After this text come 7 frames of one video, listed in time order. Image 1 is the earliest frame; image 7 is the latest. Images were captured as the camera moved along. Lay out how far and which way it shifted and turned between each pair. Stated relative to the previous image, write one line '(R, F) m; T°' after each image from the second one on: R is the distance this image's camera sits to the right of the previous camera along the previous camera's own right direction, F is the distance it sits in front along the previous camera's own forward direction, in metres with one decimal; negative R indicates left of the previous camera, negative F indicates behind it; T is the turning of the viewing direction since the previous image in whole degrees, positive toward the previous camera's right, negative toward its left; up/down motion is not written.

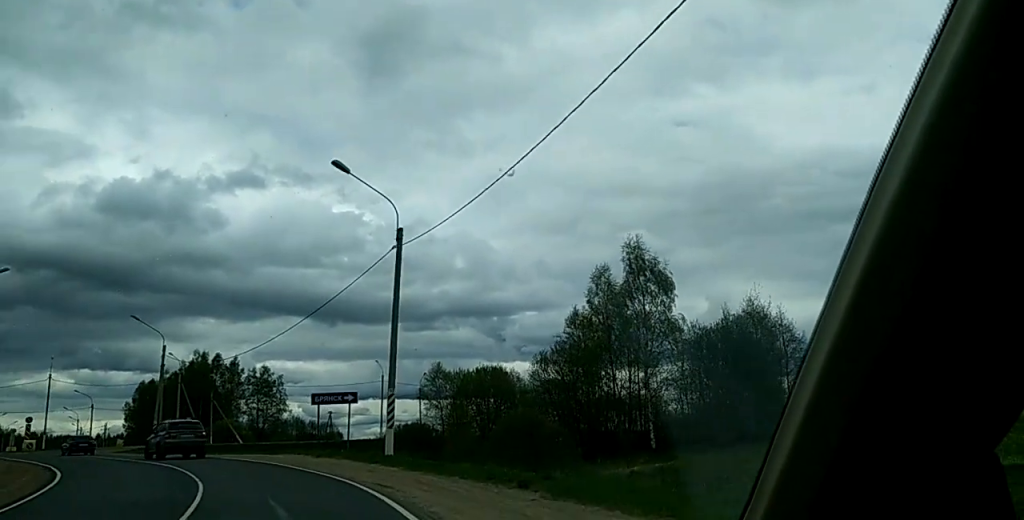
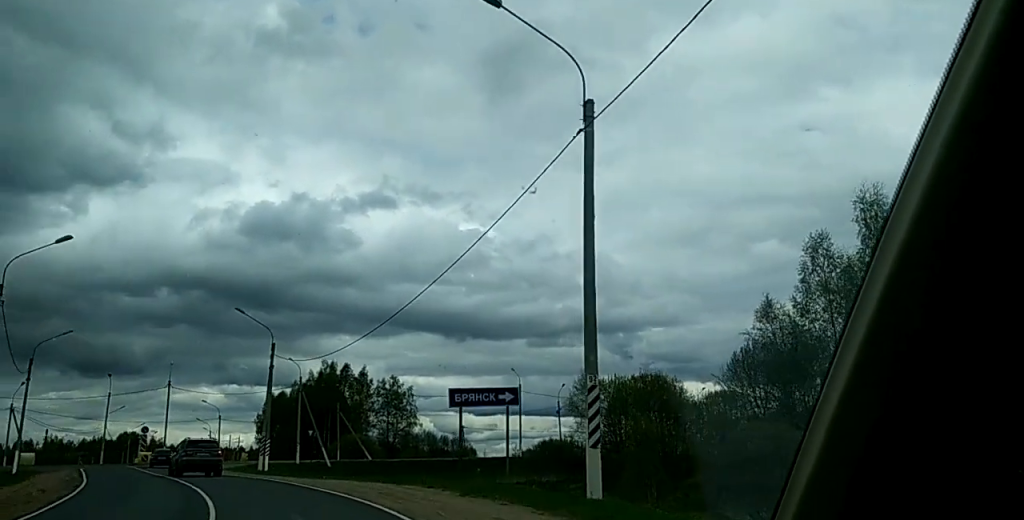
(-0.1, +15.1) m; -4°
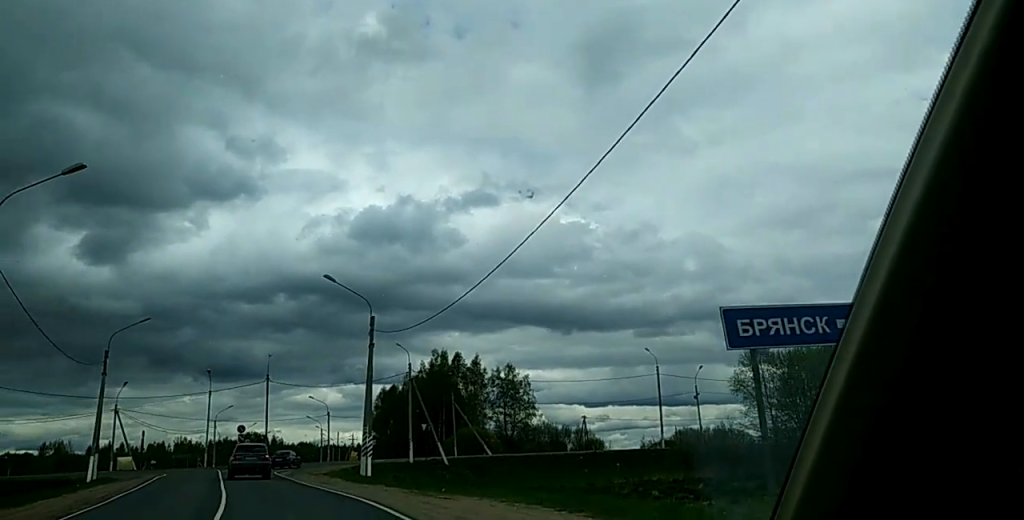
(-1.4, +14.3) m; -10°
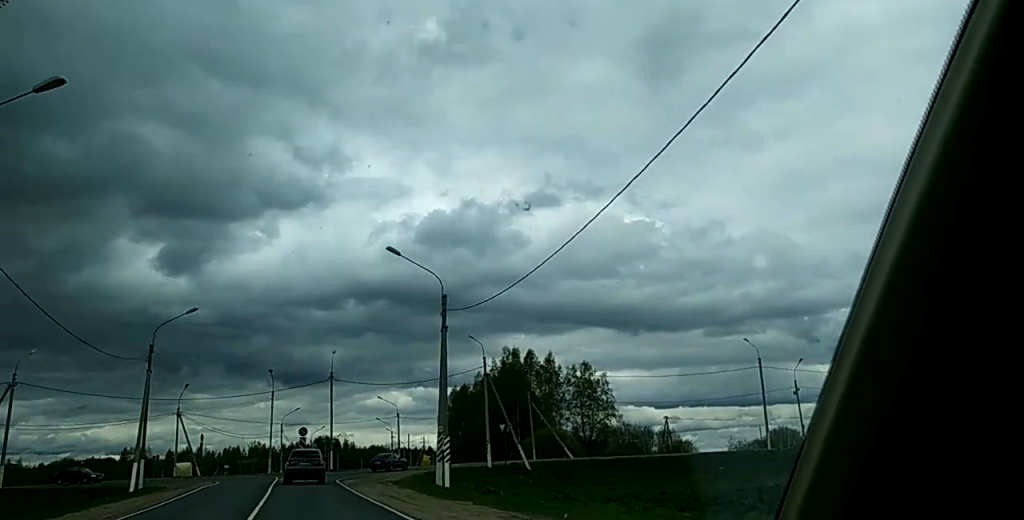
(-0.5, +8.6) m; -4°
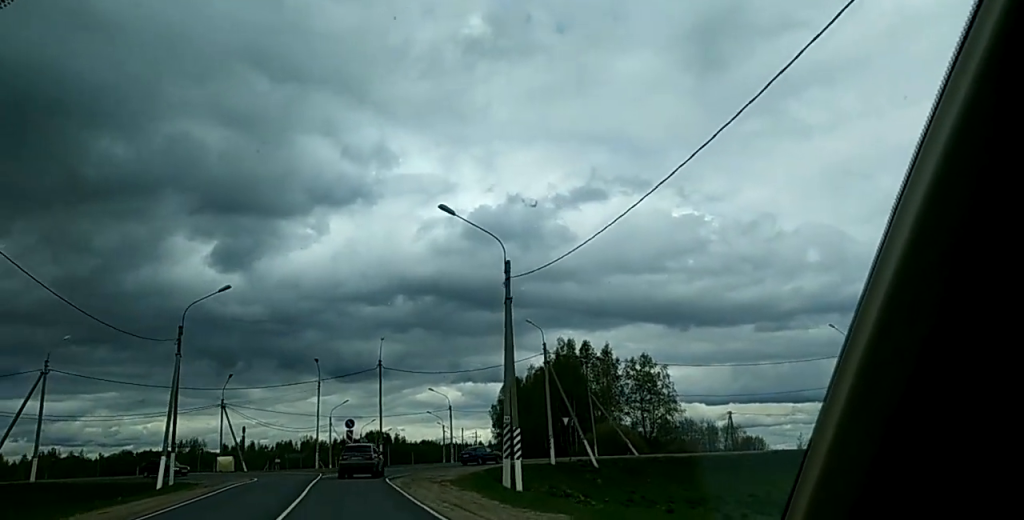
(0.0, +6.8) m; -2°
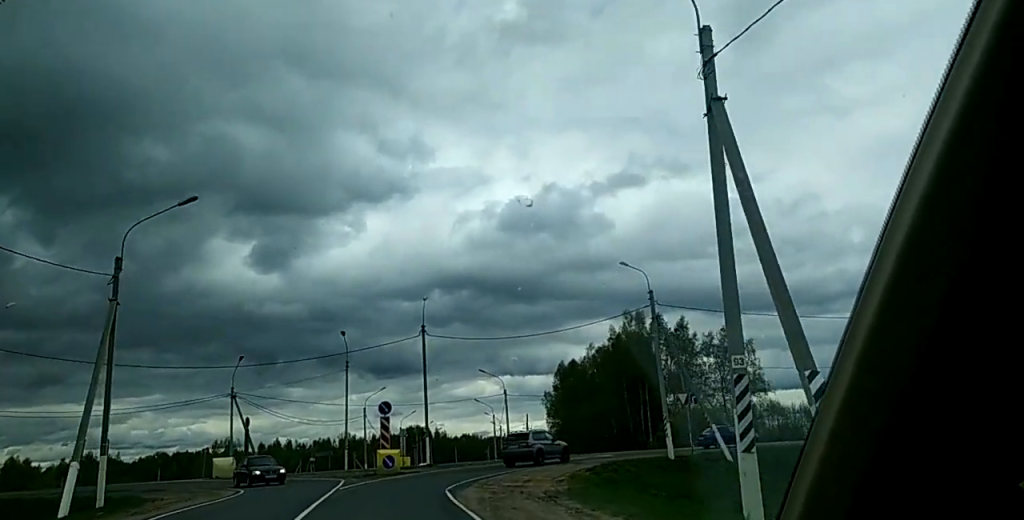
(-0.8, +19.0) m; -2°
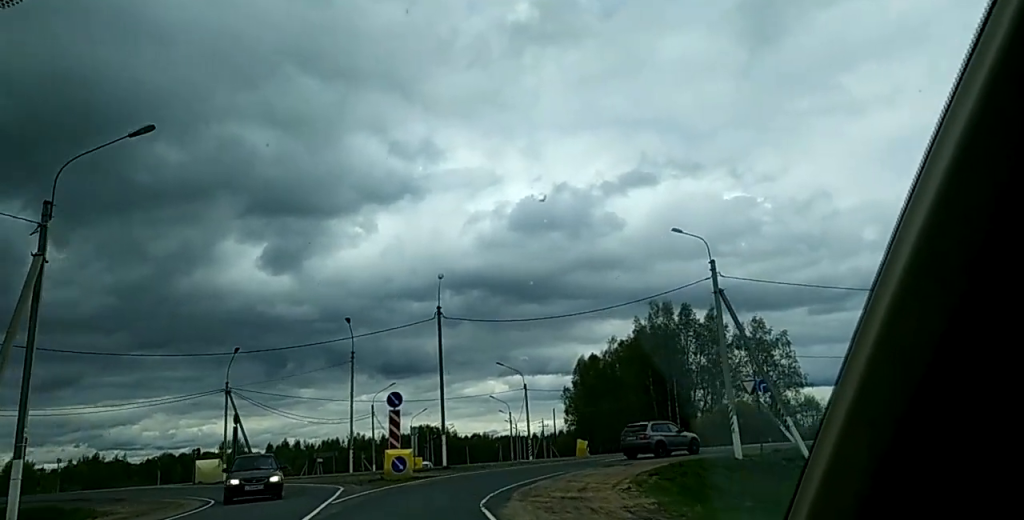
(+0.1, +7.2) m; +1°
